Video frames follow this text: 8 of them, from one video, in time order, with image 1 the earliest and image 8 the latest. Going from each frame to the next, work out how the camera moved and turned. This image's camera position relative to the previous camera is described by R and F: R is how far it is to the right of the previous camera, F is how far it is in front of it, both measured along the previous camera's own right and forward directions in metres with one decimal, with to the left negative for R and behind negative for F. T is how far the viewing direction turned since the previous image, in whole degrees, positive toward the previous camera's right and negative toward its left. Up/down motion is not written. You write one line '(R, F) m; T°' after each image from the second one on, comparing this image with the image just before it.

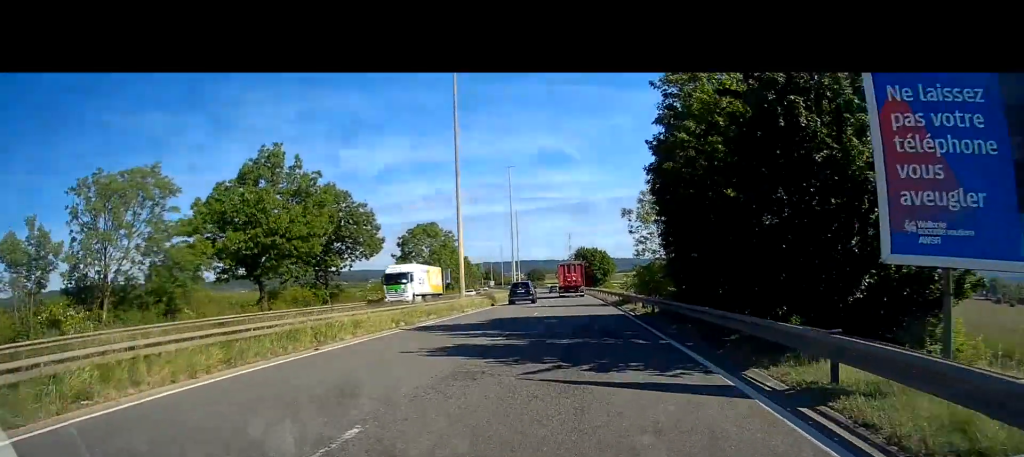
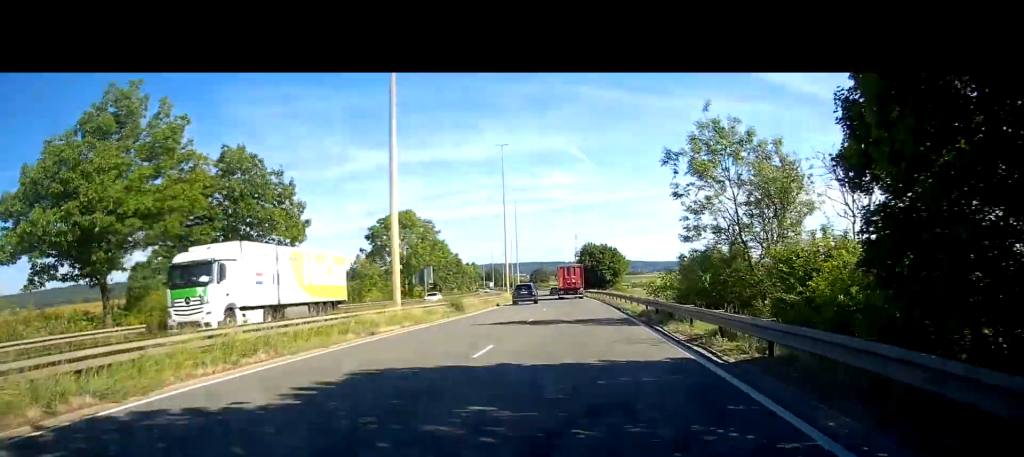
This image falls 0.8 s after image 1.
(-0.2, +17.0) m; -1°
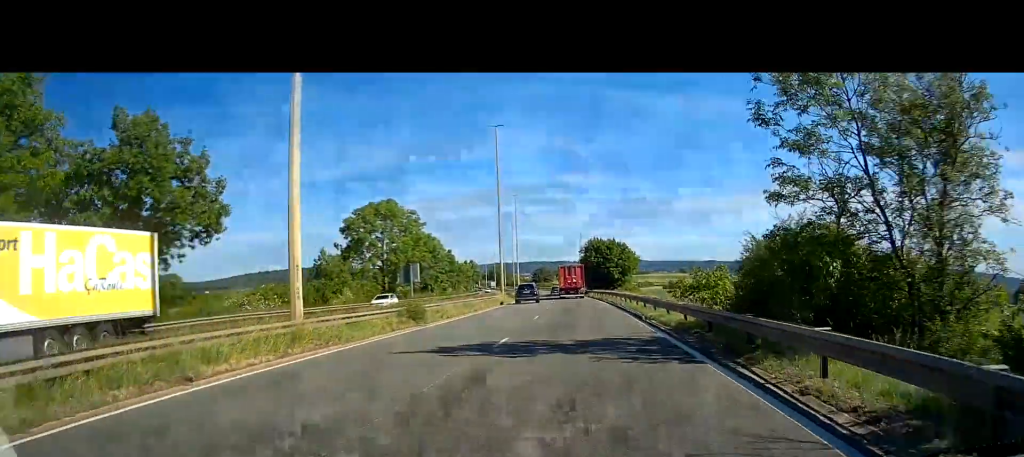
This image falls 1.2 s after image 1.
(0.0, +10.4) m; 0°
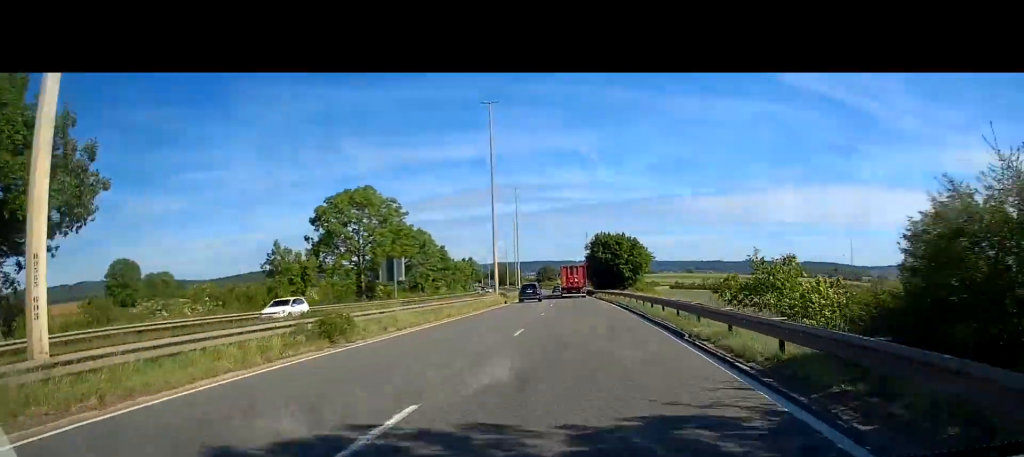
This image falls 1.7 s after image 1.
(0.0, +9.7) m; 0°
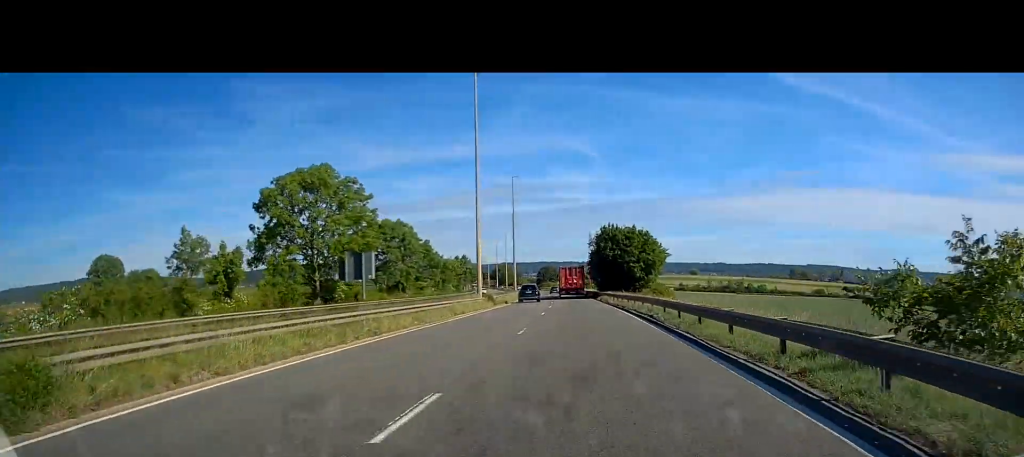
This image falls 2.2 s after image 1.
(0.0, +12.0) m; 0°
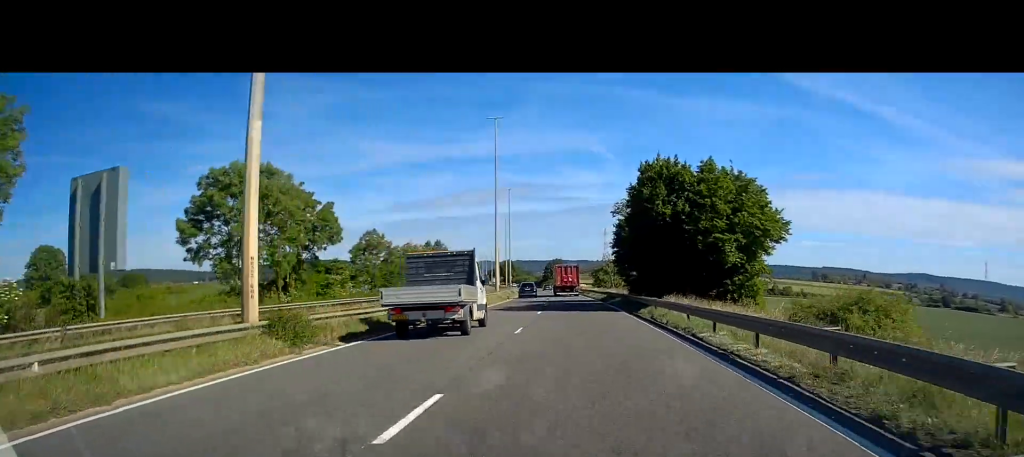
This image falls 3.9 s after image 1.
(-0.5, +38.3) m; -2°
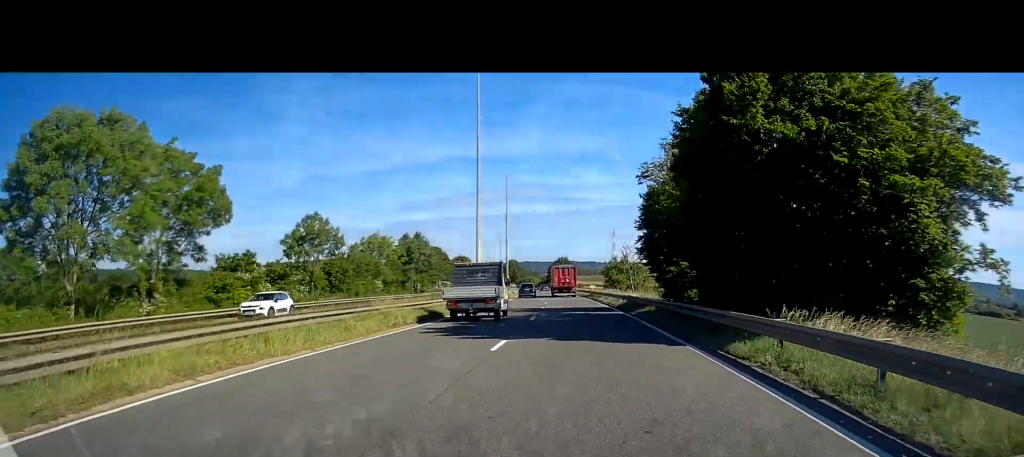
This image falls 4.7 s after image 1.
(-0.2, +17.4) m; -1°
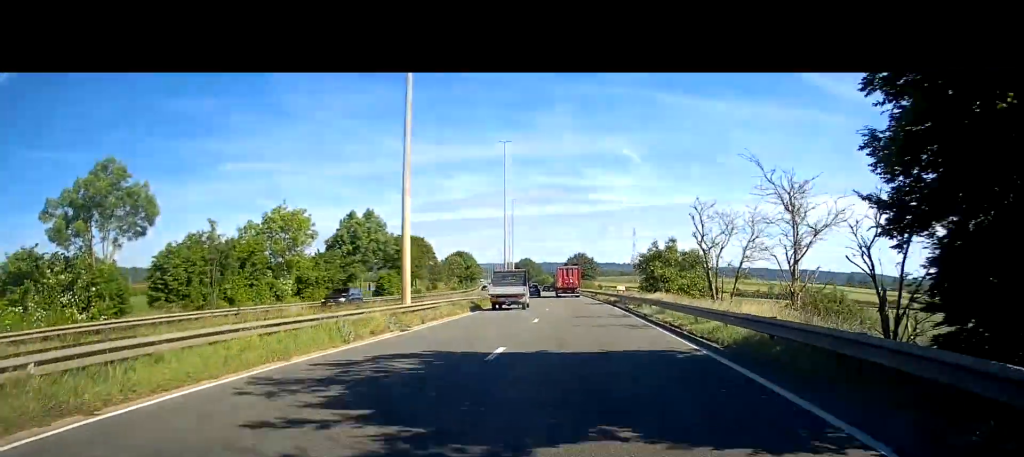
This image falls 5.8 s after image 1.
(-0.3, +26.9) m; -1°
